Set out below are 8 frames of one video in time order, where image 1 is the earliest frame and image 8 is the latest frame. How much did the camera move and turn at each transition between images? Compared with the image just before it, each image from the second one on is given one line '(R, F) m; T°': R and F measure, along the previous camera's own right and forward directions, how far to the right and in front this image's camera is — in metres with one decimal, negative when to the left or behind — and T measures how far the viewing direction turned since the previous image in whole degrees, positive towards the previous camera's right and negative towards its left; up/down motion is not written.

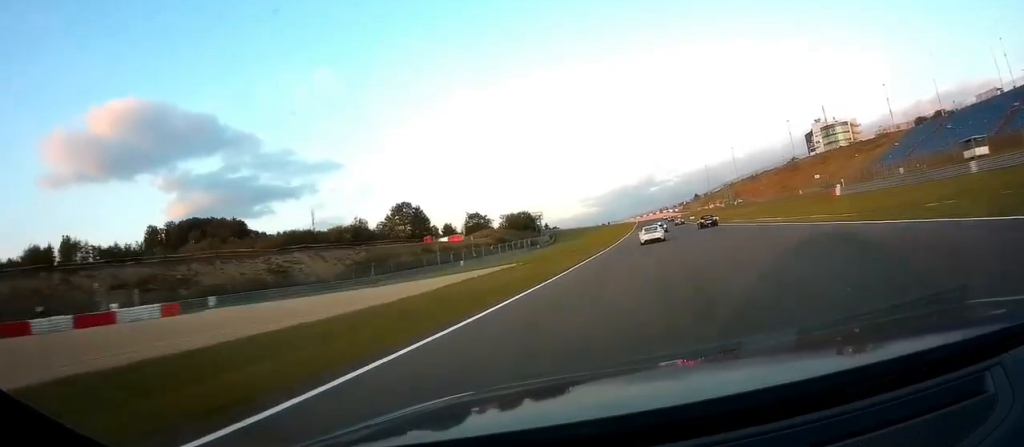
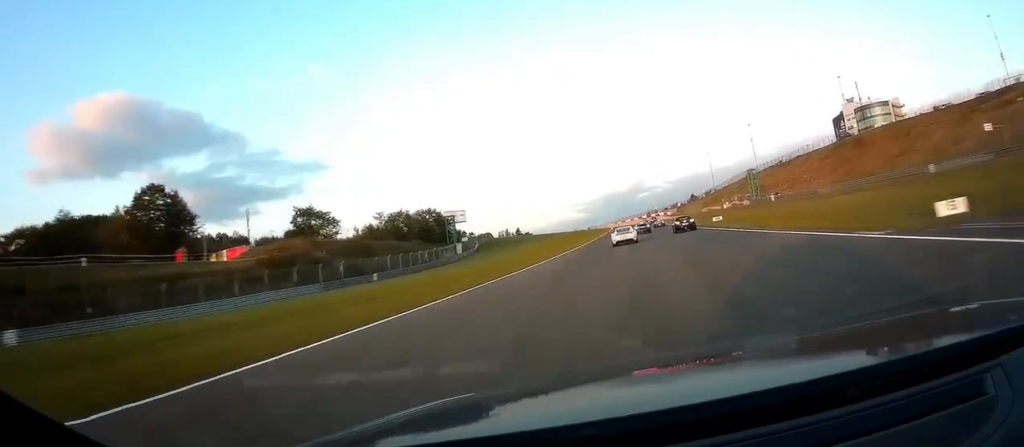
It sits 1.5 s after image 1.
(+8.0, +82.6) m; +9°
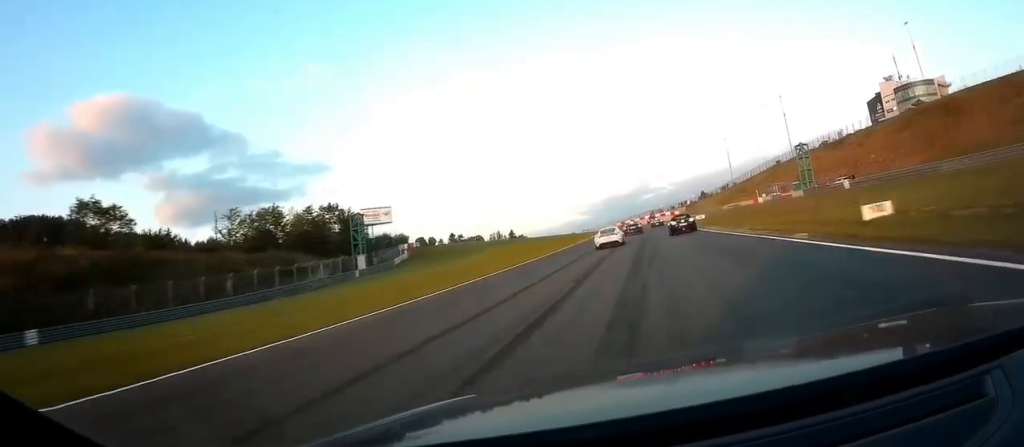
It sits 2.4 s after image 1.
(+2.0, +49.0) m; 0°
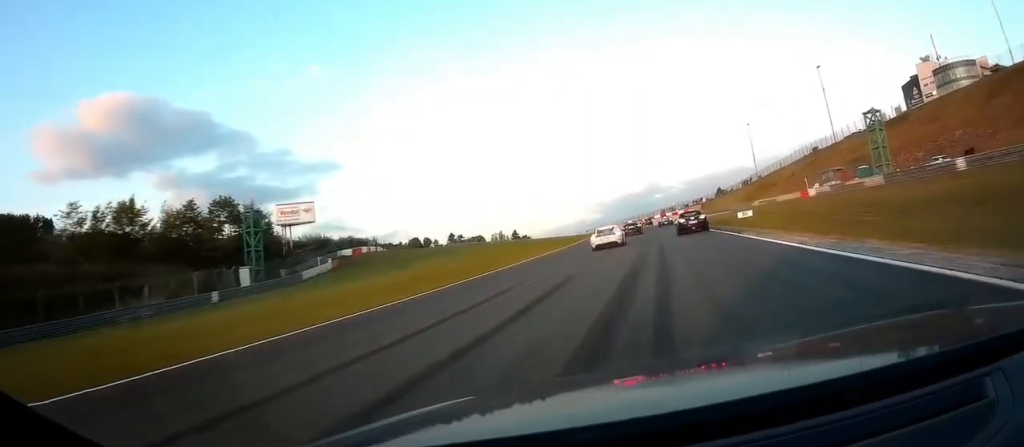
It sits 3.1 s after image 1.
(-0.8, +28.8) m; -4°
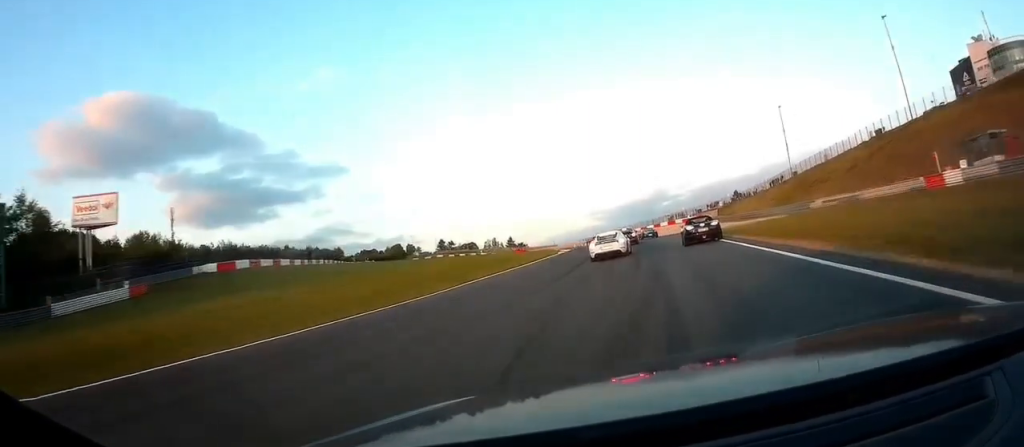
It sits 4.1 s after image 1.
(-2.0, +33.7) m; -6°
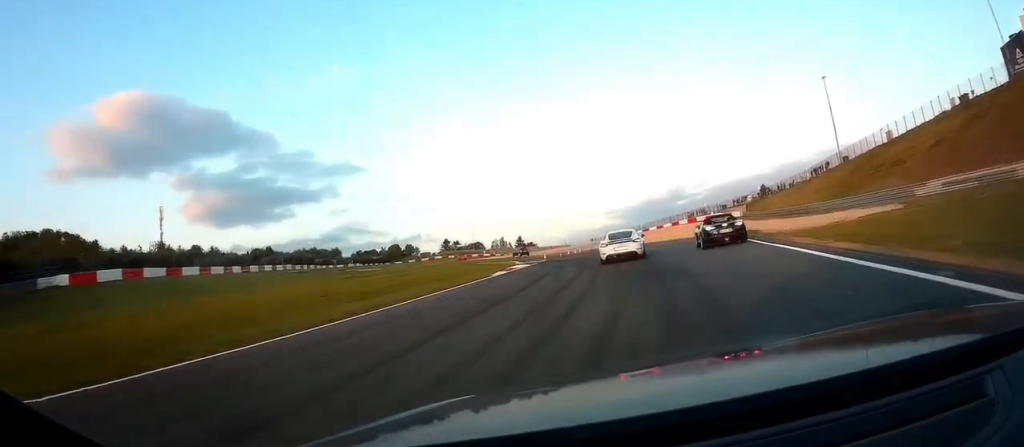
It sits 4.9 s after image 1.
(-0.9, +20.0) m; -4°
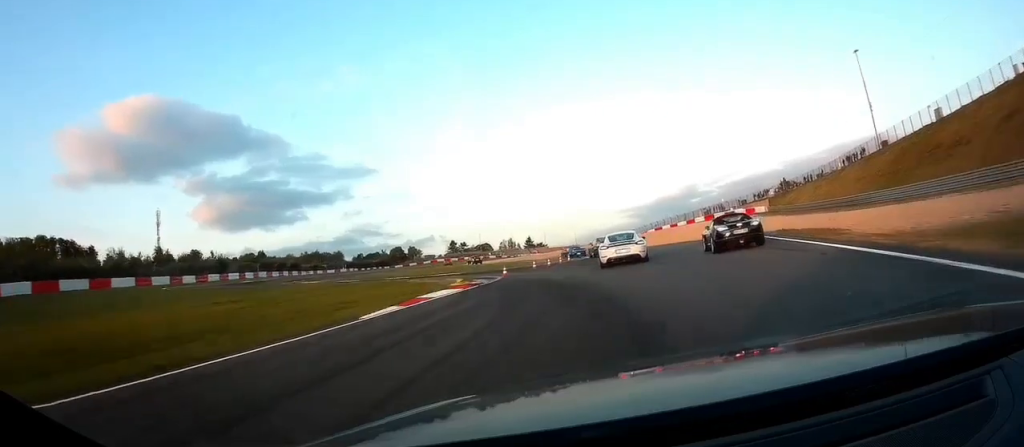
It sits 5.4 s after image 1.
(-0.2, +10.3) m; -3°
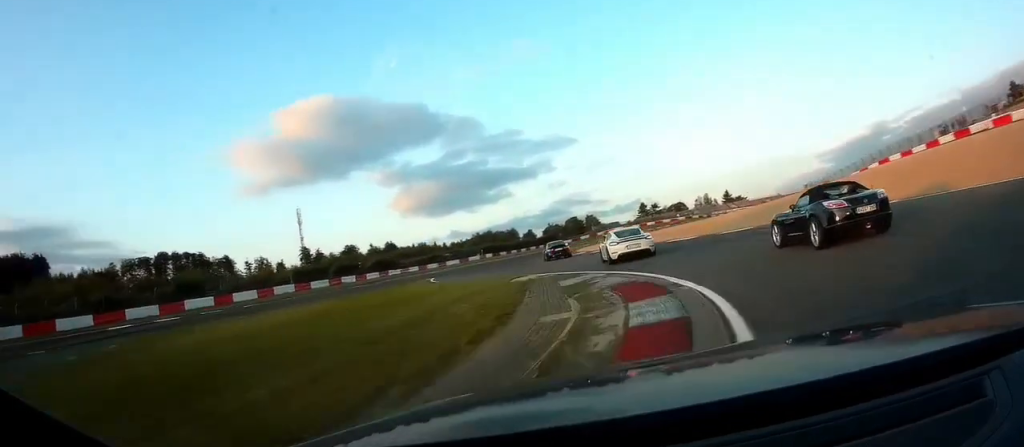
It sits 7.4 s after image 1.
(-4.2, +35.9) m; -17°
